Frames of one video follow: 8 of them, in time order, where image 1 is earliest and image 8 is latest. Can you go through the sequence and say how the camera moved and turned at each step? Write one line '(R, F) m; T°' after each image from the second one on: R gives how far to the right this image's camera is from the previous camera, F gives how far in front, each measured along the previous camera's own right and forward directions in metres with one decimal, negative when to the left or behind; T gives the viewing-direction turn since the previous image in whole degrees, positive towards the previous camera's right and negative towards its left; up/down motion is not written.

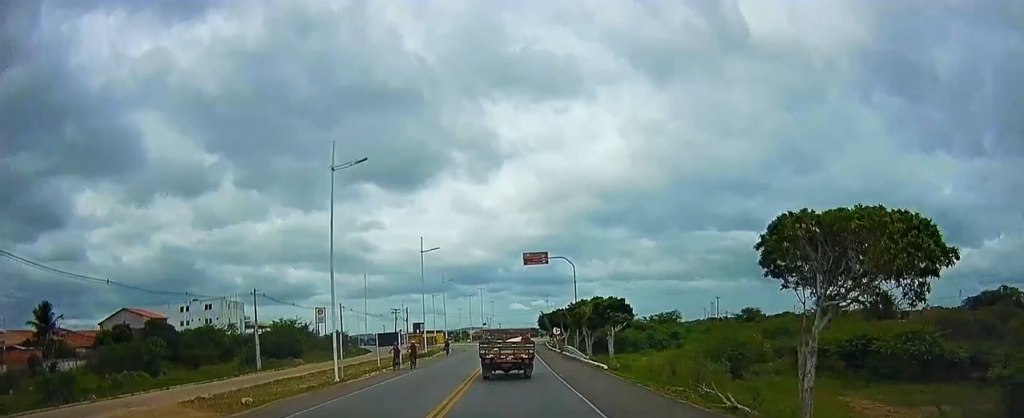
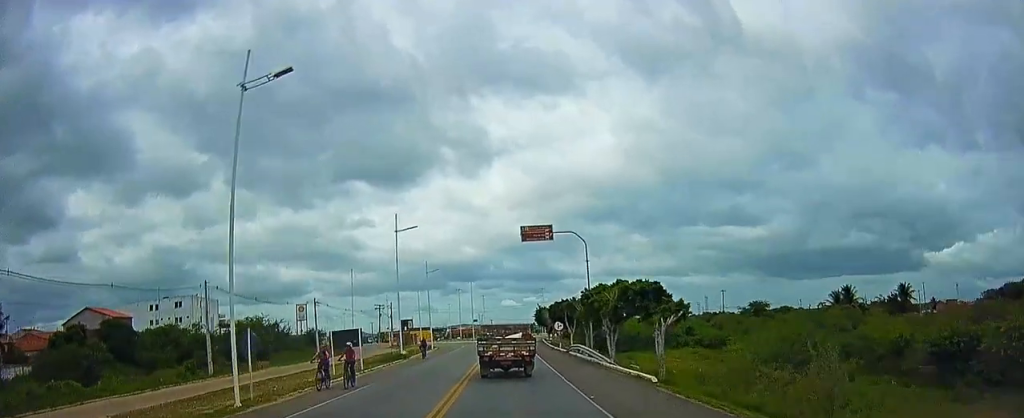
(+0.2, +10.8) m; +1°
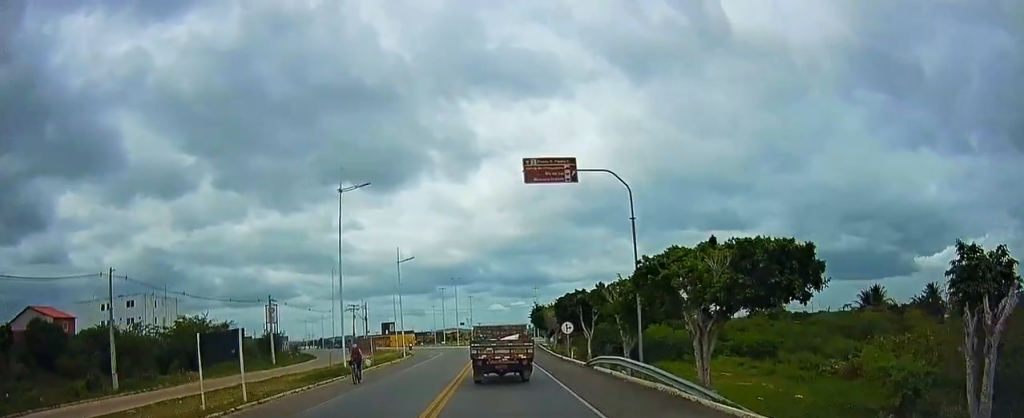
(+0.2, +15.7) m; 0°
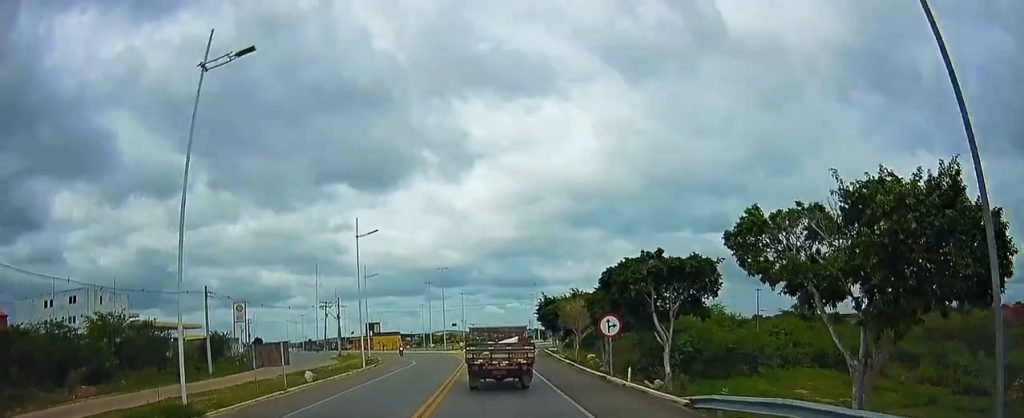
(-0.3, +18.4) m; 0°
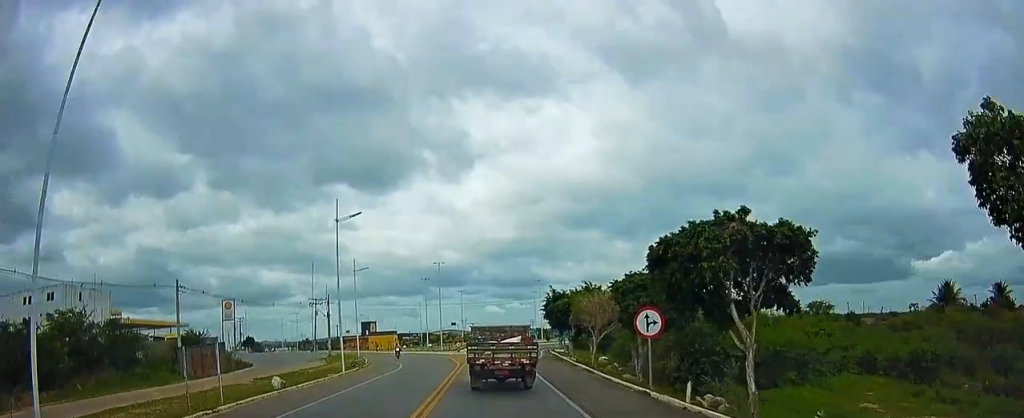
(+0.3, +6.7) m; -1°
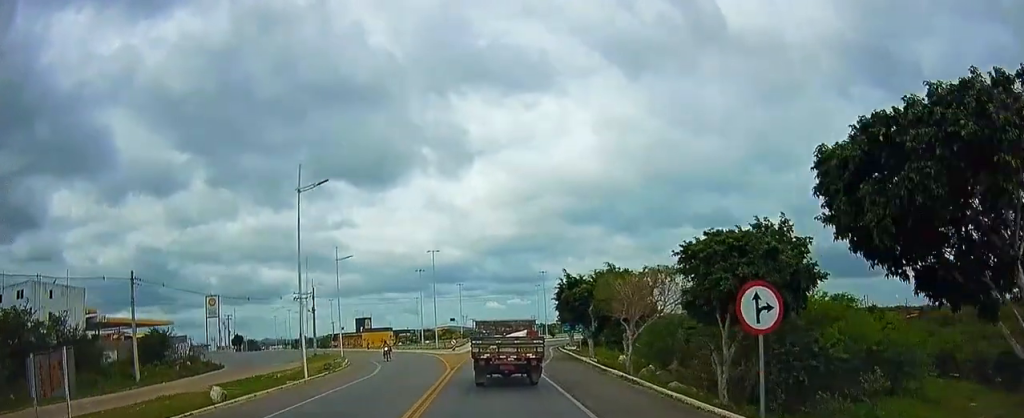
(+0.1, +8.7) m; -1°
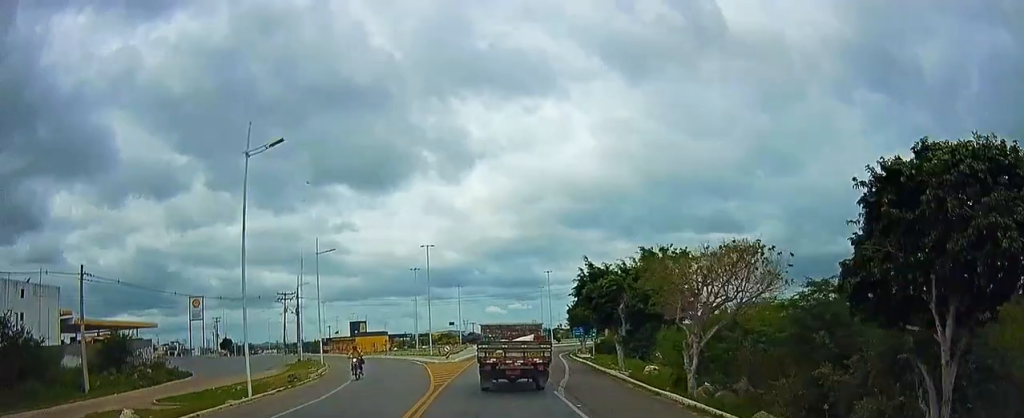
(-0.5, +8.1) m; 0°
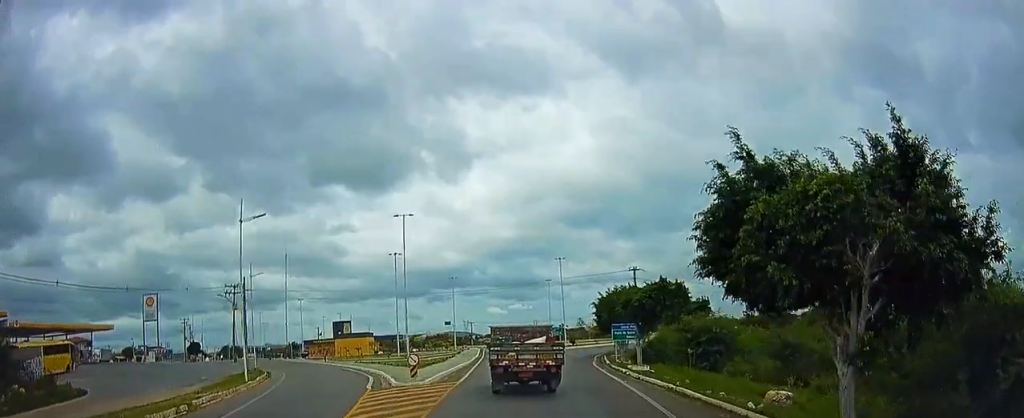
(+1.0, +18.6) m; +4°
